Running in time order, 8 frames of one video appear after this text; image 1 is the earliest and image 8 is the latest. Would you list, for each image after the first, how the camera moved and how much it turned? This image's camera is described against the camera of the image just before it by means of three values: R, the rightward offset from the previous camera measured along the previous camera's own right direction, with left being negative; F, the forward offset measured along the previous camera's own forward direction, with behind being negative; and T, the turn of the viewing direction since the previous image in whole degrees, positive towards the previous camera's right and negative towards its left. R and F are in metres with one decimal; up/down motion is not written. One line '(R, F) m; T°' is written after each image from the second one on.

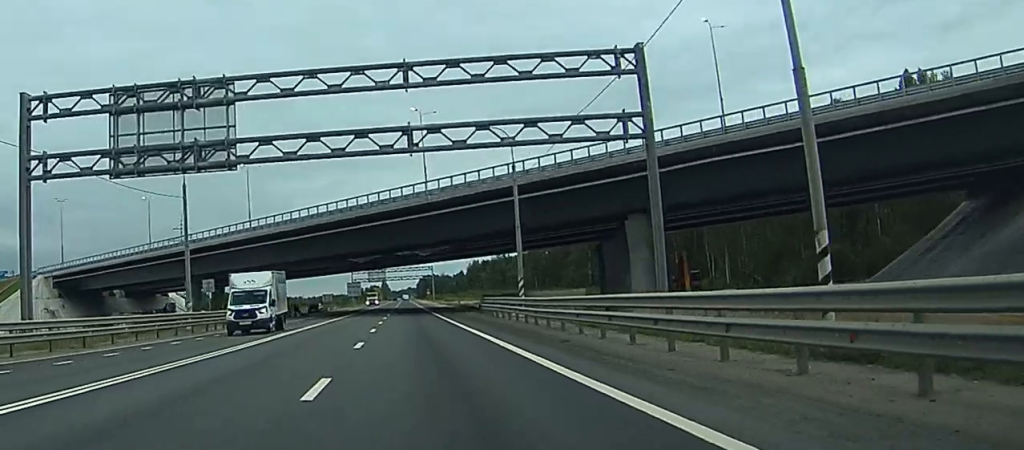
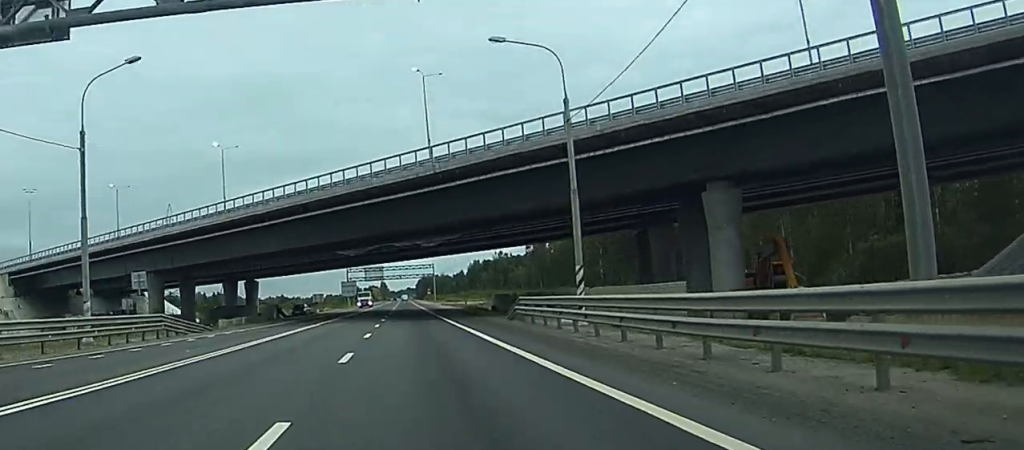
(0.0, +17.2) m; 0°
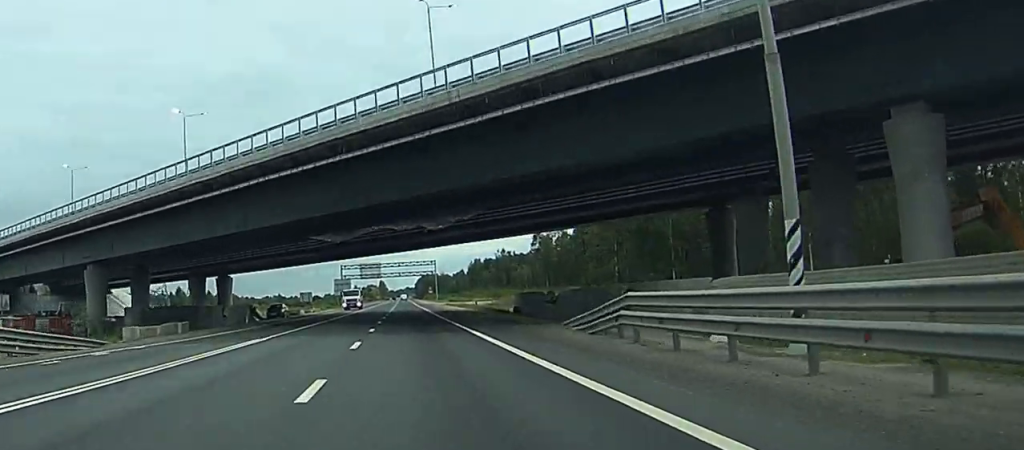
(0.0, +19.4) m; 0°
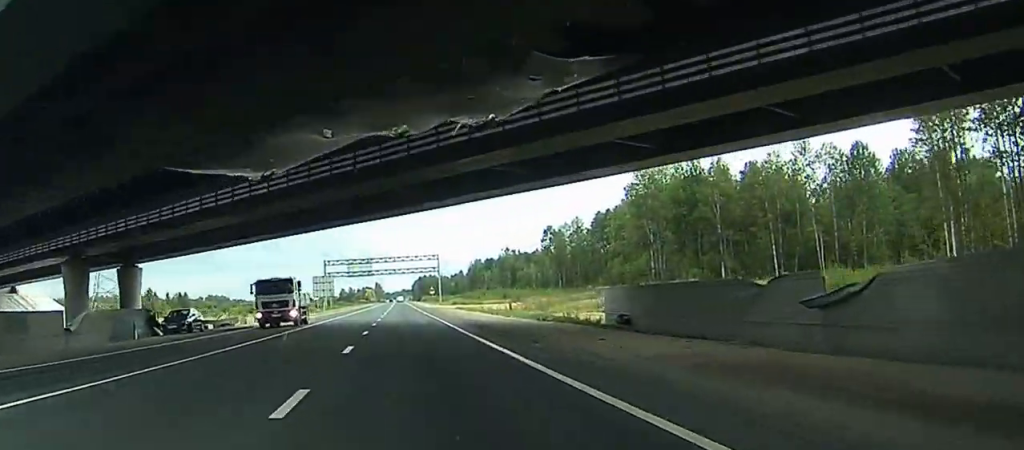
(0.0, +38.2) m; 0°
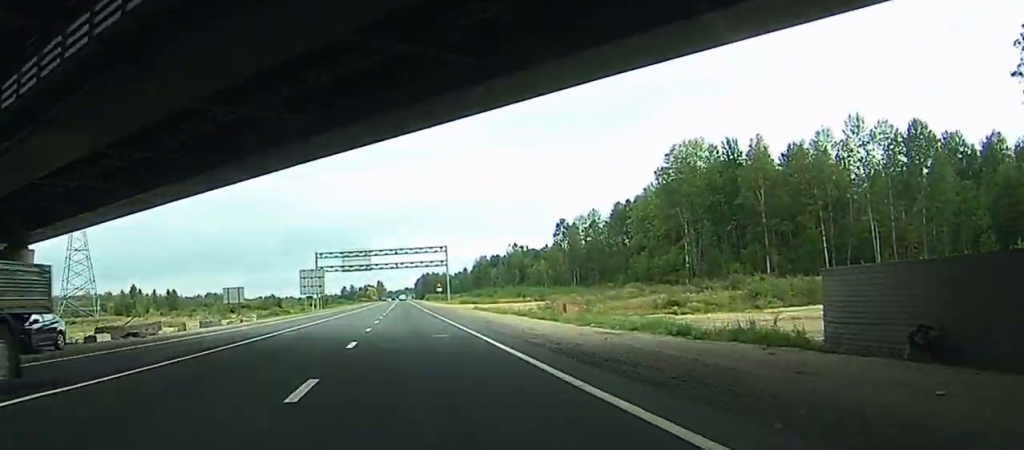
(+0.1, +23.2) m; 0°
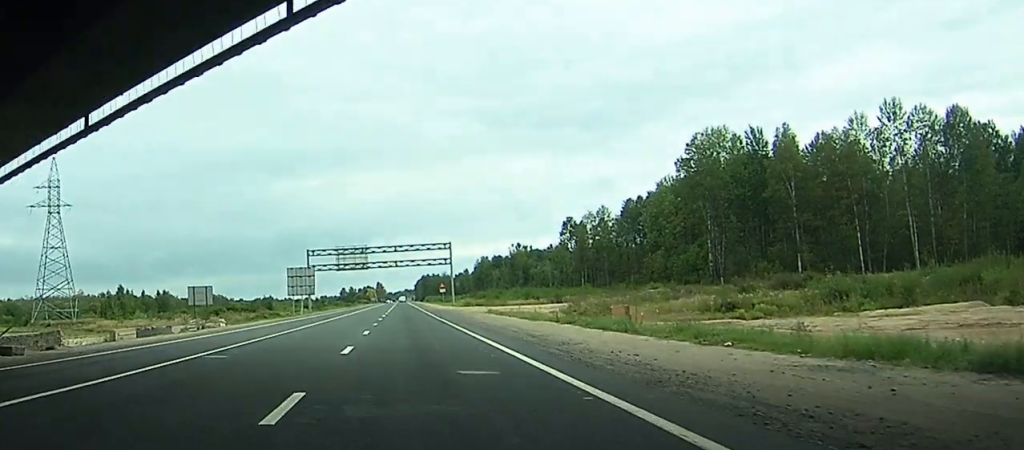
(+0.1, +14.1) m; 0°
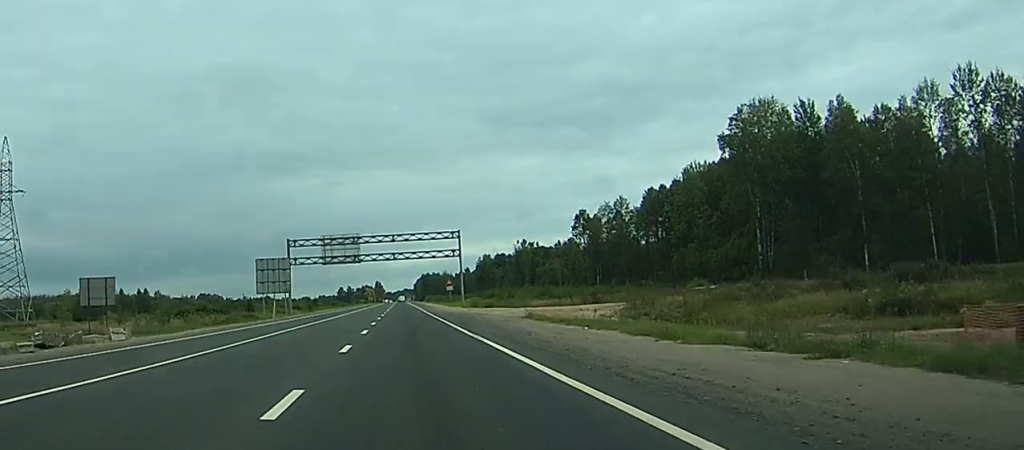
(-0.2, +24.2) m; -1°
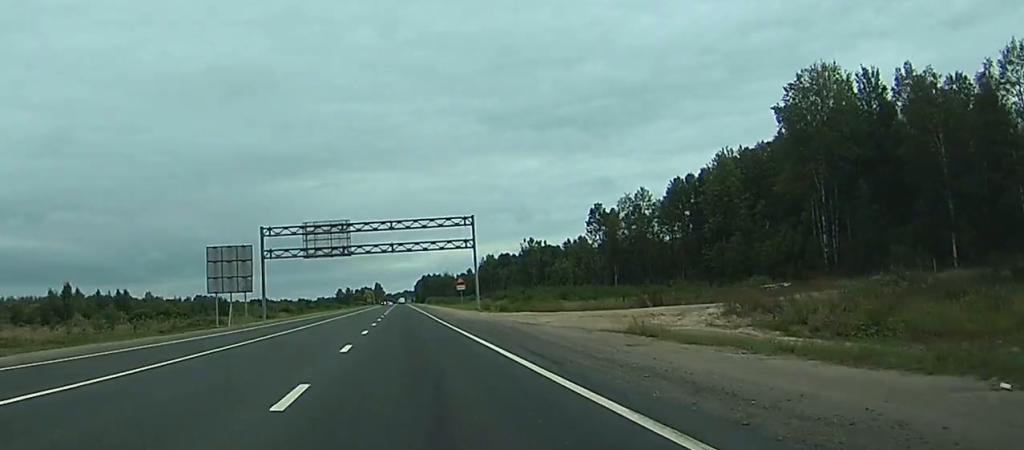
(0.0, +23.2) m; 0°
